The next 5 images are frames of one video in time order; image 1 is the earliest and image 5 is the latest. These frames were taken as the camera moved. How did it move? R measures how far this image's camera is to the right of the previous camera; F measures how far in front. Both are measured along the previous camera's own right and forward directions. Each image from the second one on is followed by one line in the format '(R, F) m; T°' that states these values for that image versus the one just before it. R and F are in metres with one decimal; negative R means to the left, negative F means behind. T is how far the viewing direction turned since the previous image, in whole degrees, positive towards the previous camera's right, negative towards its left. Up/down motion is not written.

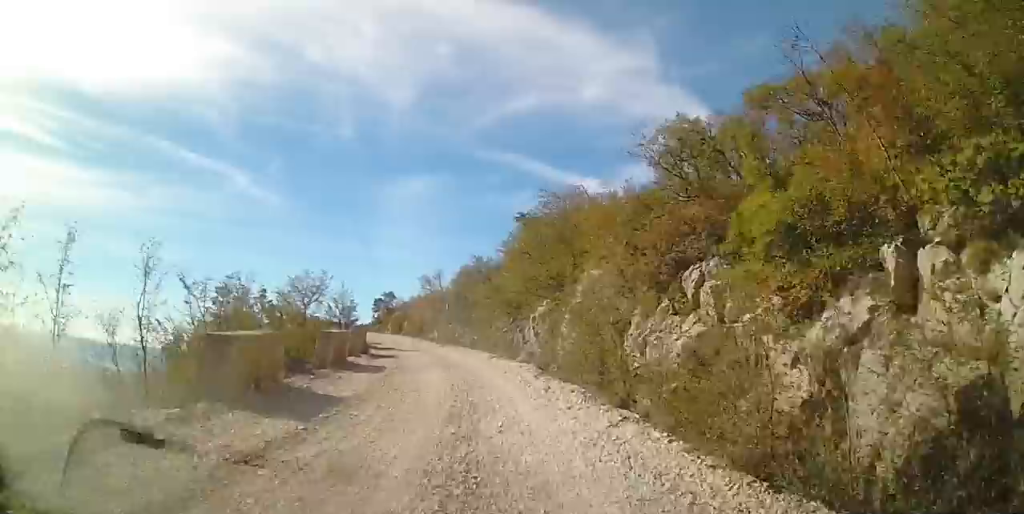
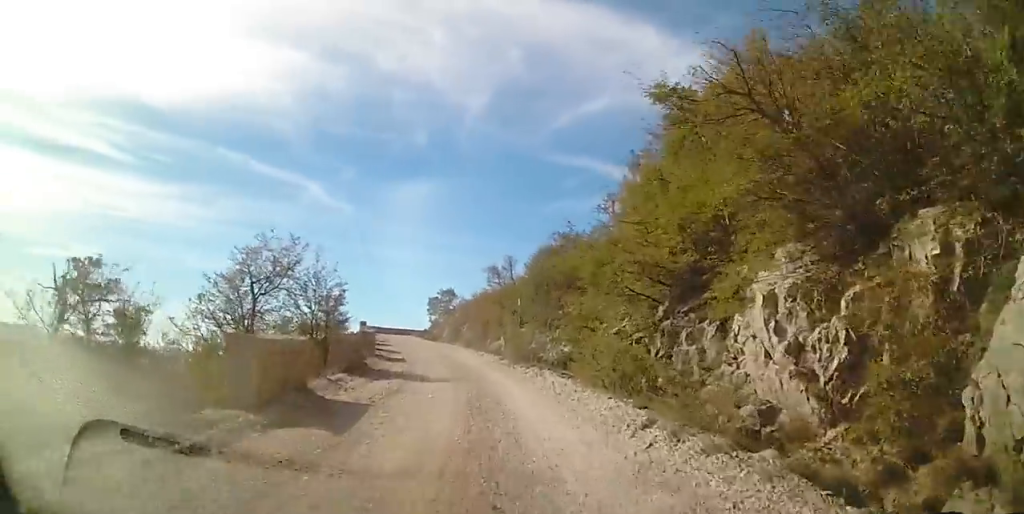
(-1.0, +14.6) m; -7°
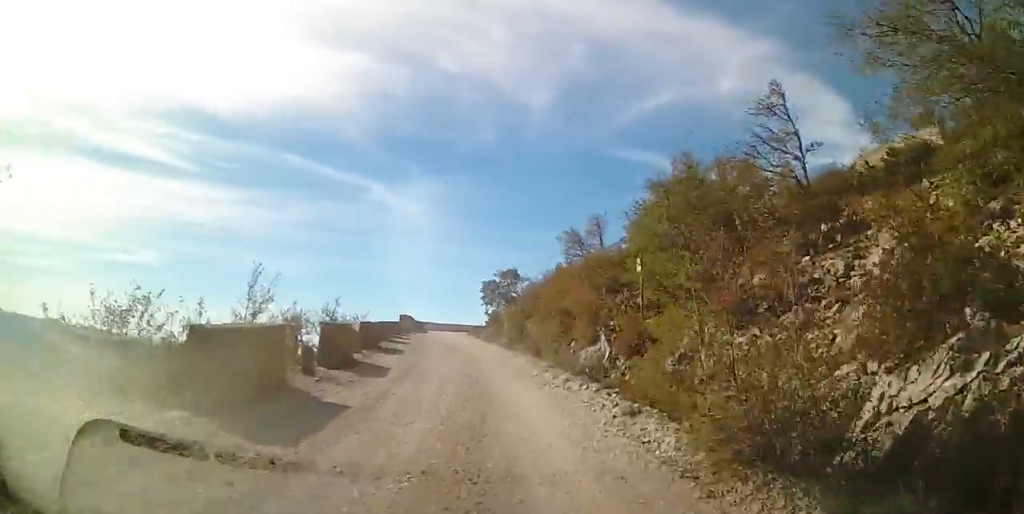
(-1.6, +14.8) m; -9°
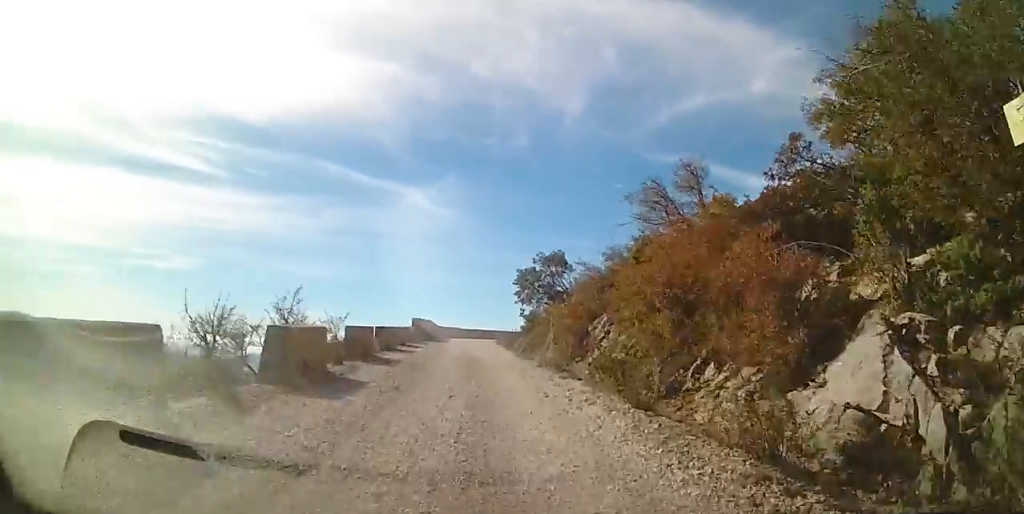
(0.0, +10.5) m; 0°
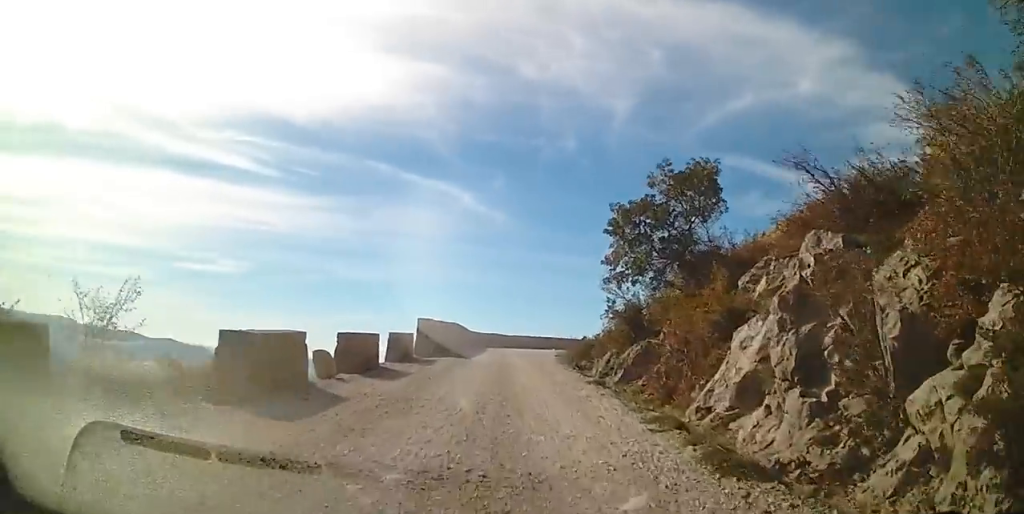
(+0.5, +15.1) m; 0°
